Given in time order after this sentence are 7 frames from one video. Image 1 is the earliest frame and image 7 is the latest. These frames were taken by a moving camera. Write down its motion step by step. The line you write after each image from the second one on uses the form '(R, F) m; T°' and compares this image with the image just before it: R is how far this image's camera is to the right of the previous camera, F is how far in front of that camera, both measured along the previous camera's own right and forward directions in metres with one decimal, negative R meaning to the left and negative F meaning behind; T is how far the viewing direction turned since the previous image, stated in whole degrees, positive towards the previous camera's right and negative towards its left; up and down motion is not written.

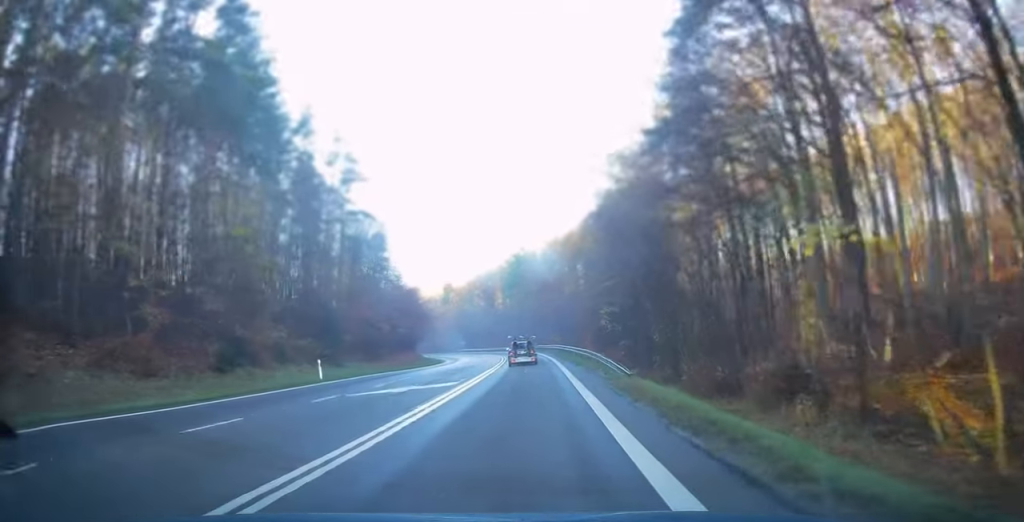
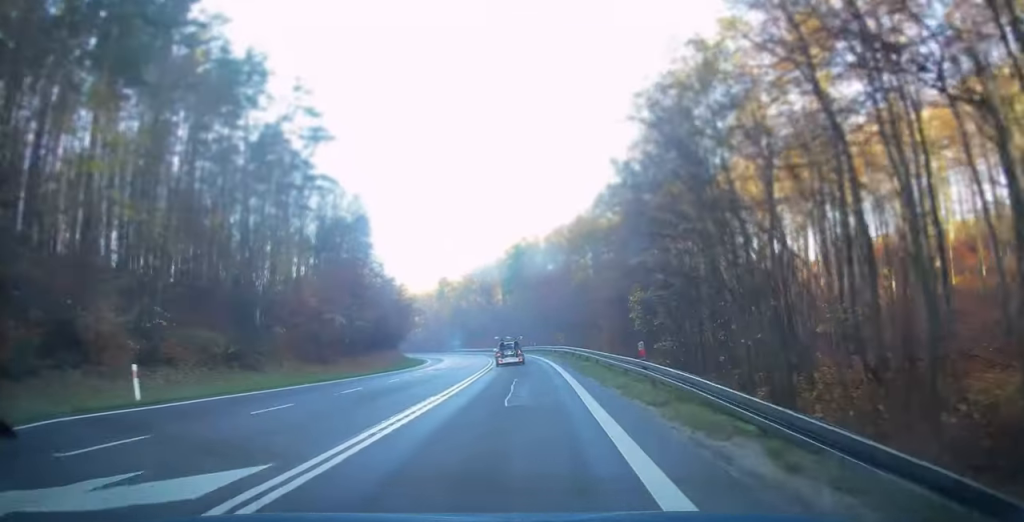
(0.0, +15.8) m; -1°
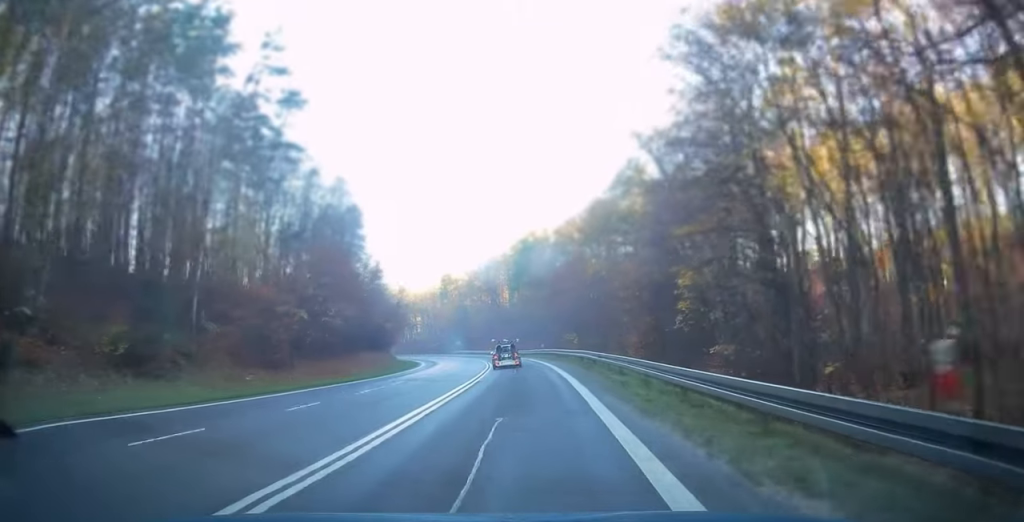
(-0.2, +10.5) m; -1°
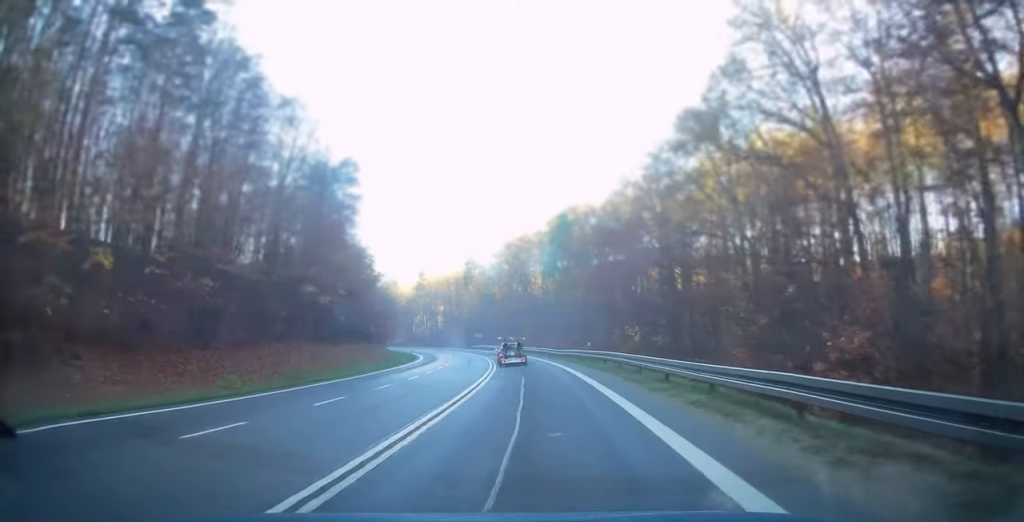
(-0.7, +23.9) m; -4°
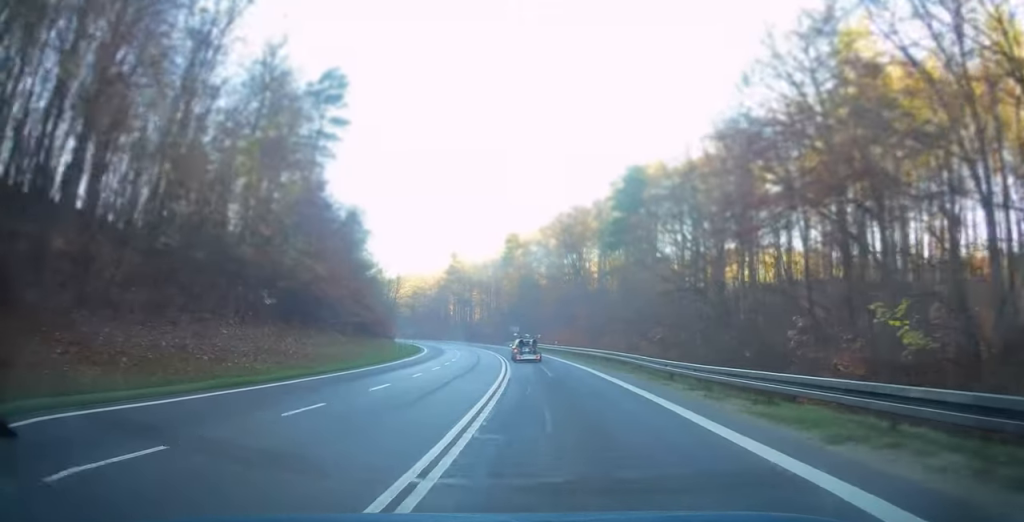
(-1.0, +28.7) m; -4°
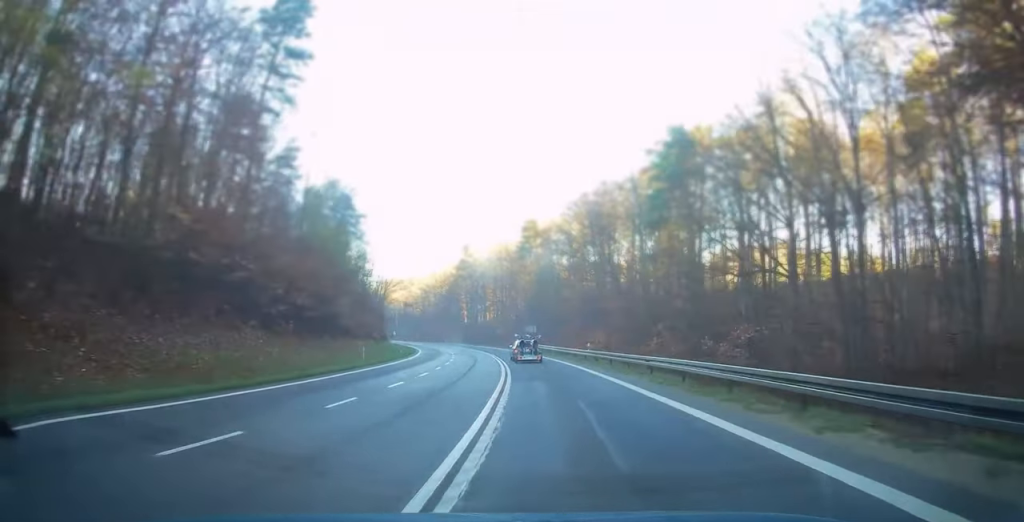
(-0.3, +16.7) m; -2°
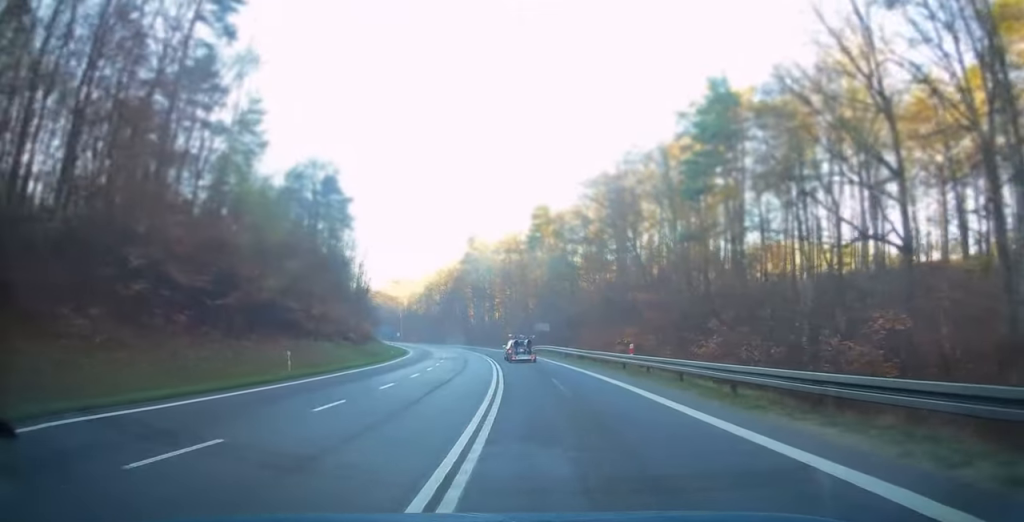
(-0.3, +12.9) m; -2°
